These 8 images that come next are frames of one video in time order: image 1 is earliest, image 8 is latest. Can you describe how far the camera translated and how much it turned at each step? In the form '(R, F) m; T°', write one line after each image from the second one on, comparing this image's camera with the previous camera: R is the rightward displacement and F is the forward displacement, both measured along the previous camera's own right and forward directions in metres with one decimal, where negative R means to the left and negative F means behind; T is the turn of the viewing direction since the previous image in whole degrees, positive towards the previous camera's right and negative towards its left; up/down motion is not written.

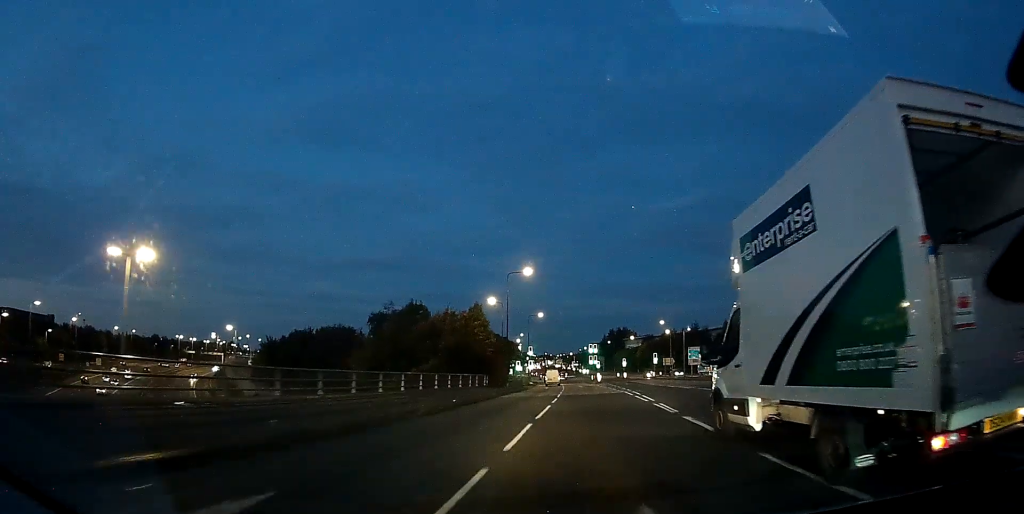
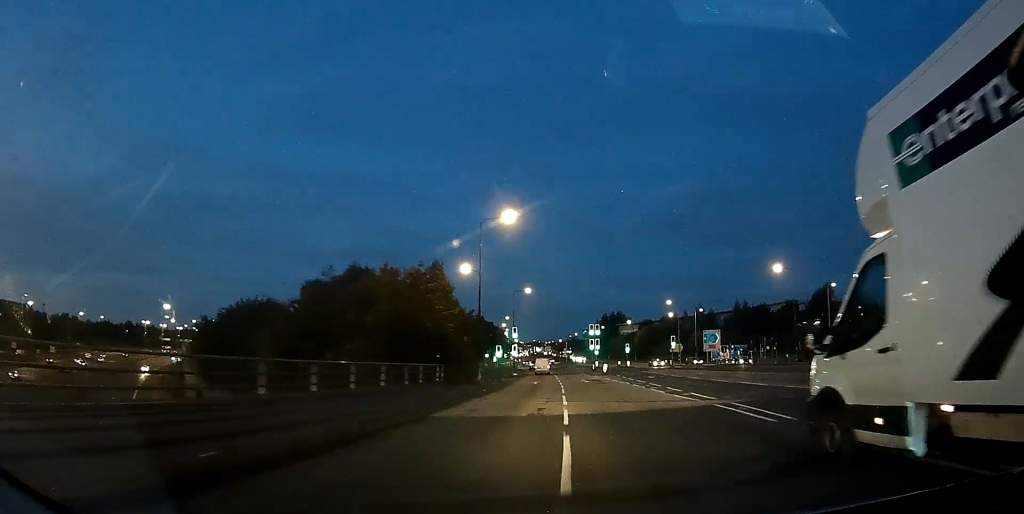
(-0.1, +16.6) m; 0°
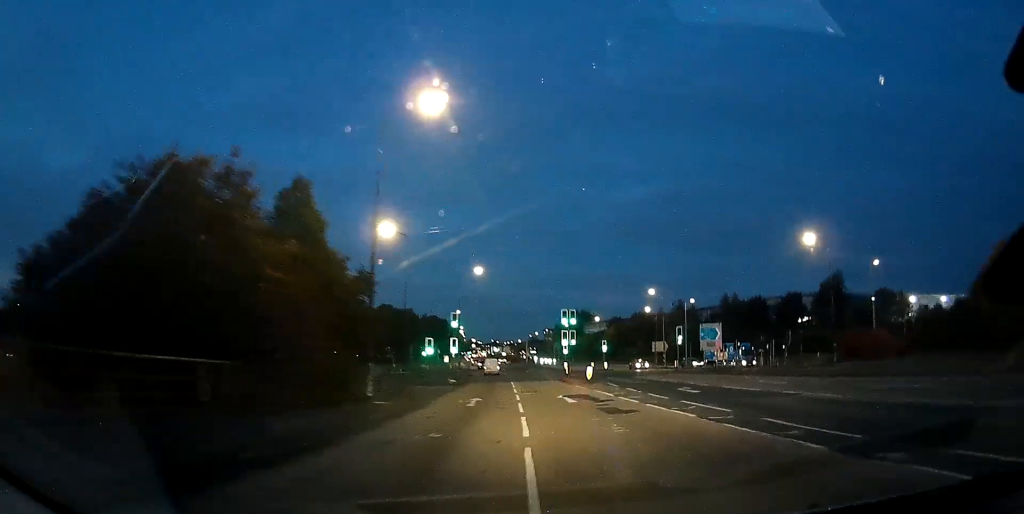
(+0.3, +19.0) m; +1°
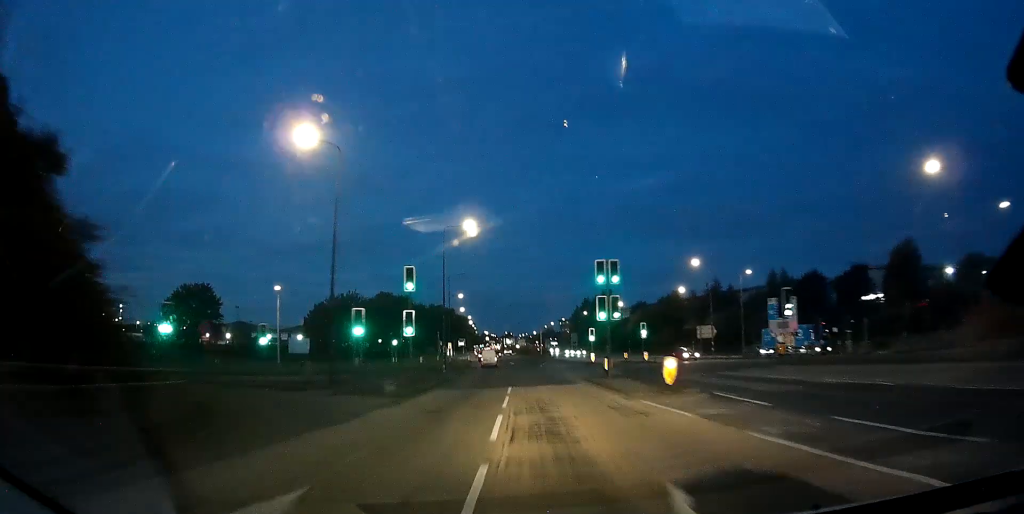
(0.0, +18.8) m; 0°
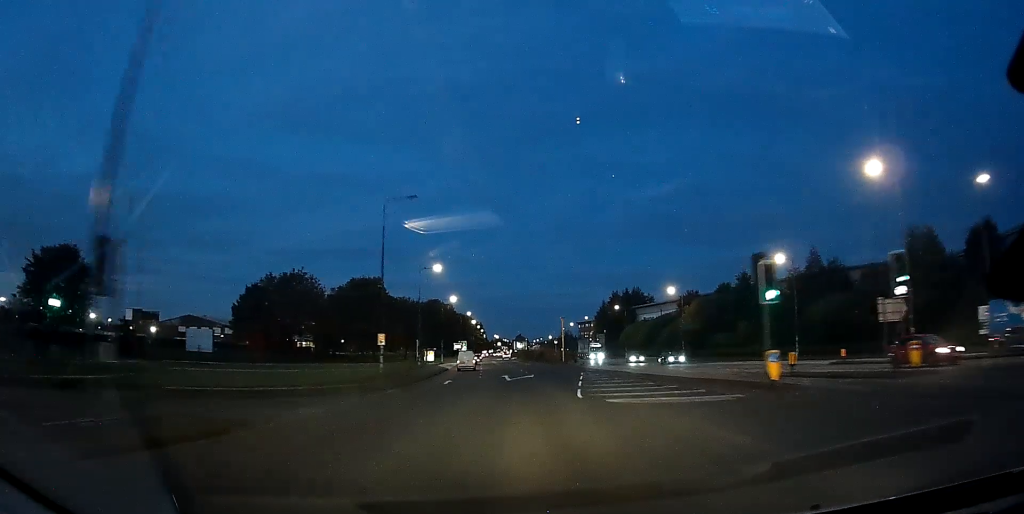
(+0.2, +41.0) m; 0°
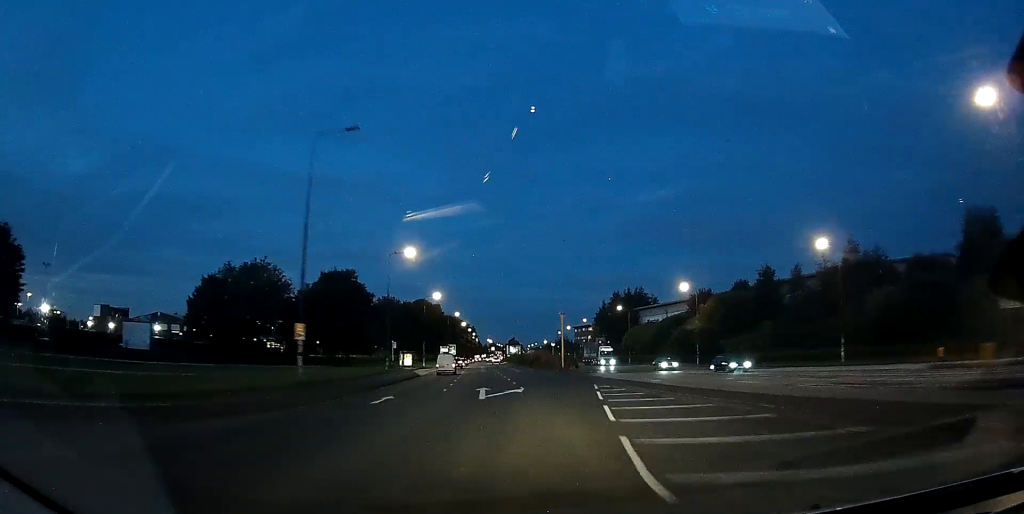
(0.0, +13.3) m; 0°
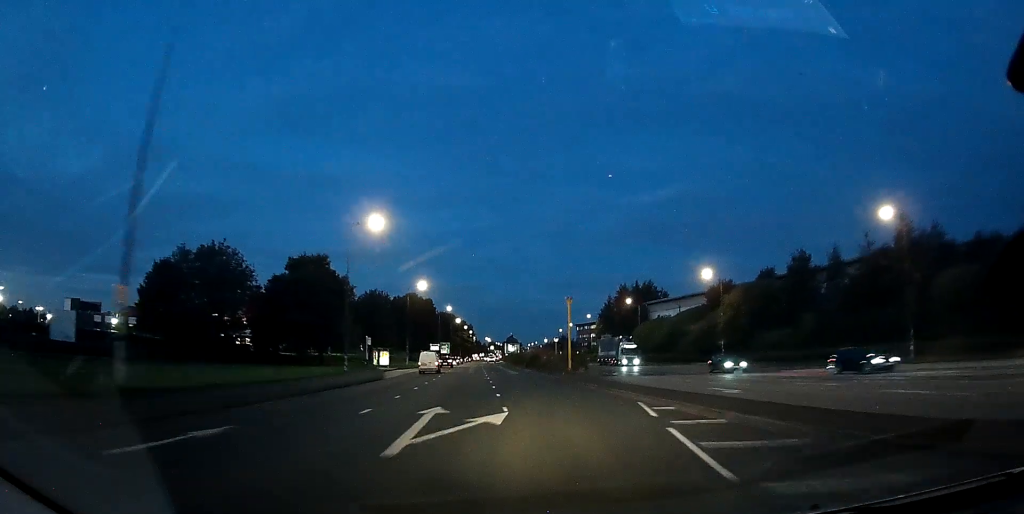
(0.0, +13.1) m; -1°
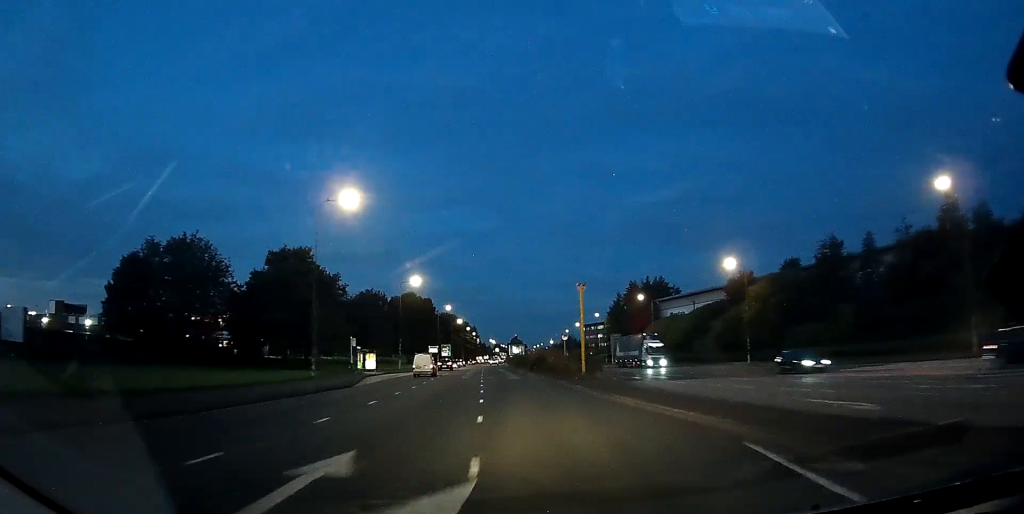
(0.0, +8.3) m; -1°
